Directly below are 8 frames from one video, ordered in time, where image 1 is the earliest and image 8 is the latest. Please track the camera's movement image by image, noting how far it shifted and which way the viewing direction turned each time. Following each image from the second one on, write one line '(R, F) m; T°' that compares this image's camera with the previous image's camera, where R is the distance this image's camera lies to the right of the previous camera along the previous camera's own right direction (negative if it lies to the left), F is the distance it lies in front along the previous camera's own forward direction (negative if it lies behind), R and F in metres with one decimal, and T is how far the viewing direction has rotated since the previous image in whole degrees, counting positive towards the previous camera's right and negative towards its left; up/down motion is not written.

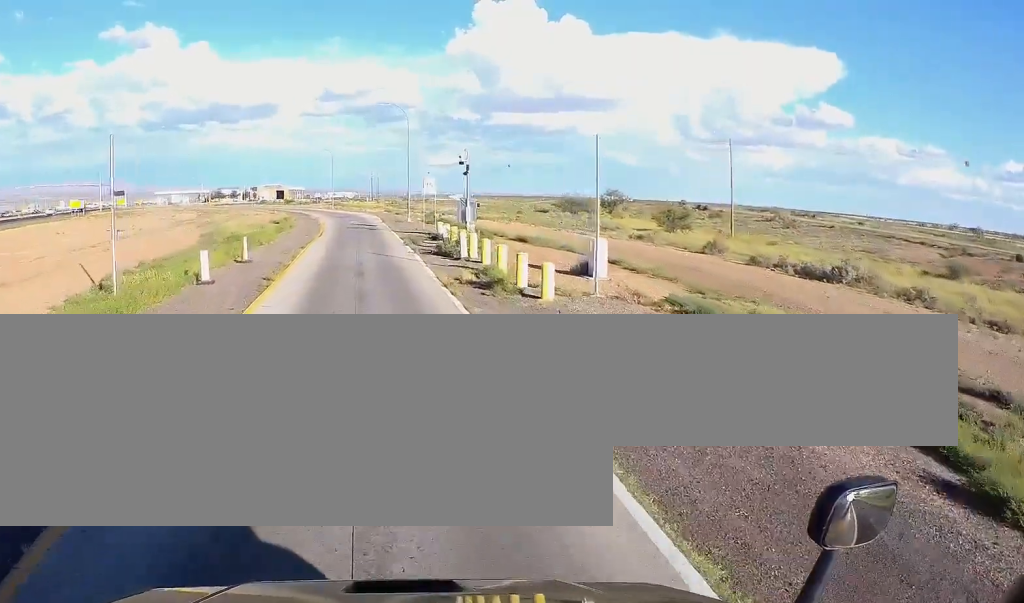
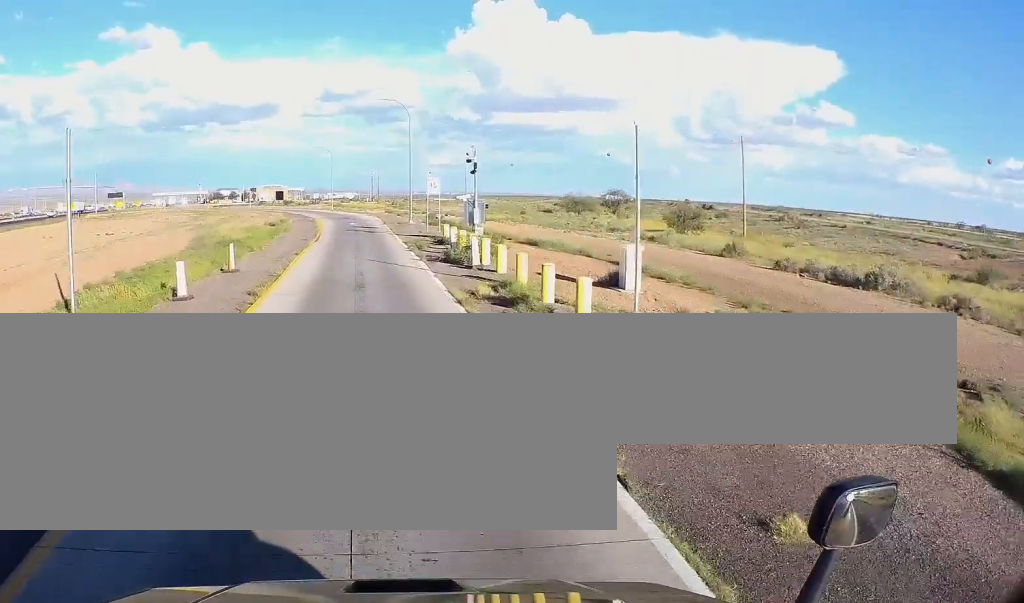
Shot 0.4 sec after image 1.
(-0.1, +3.1) m; -1°
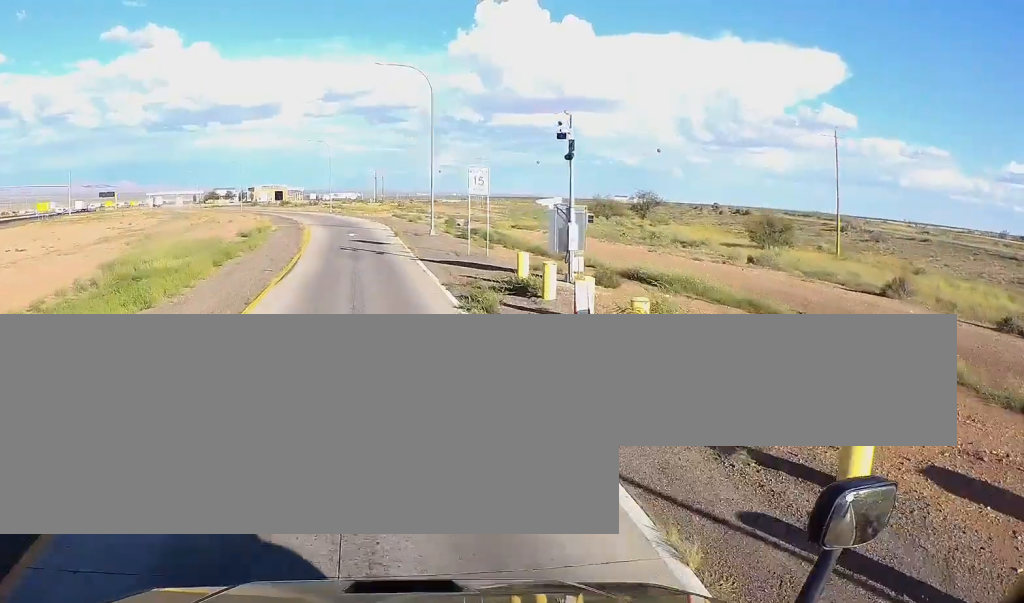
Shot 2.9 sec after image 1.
(+0.1, +18.9) m; -1°
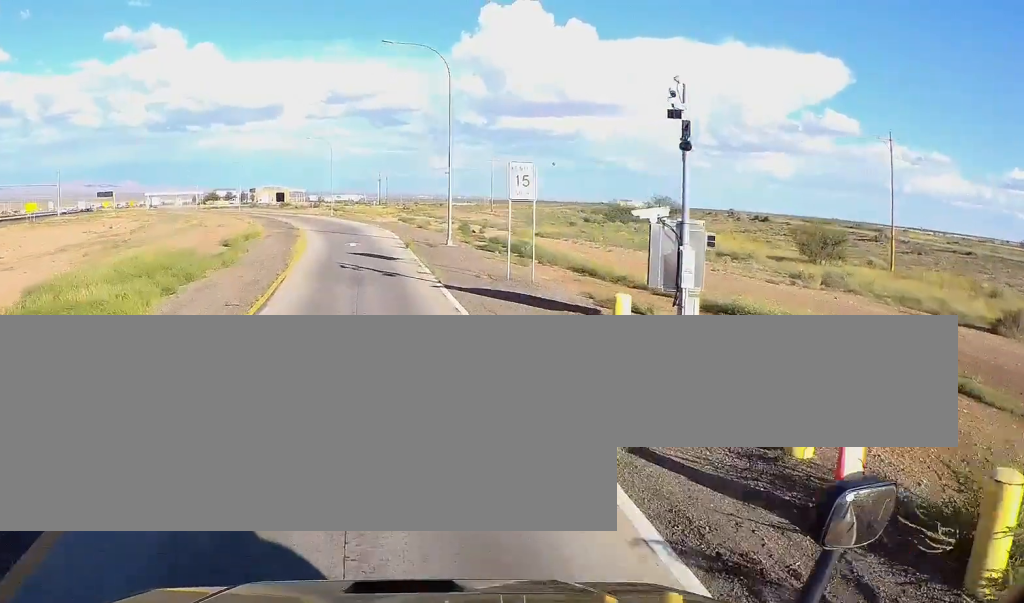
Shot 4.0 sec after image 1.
(-0.5, +8.1) m; -2°
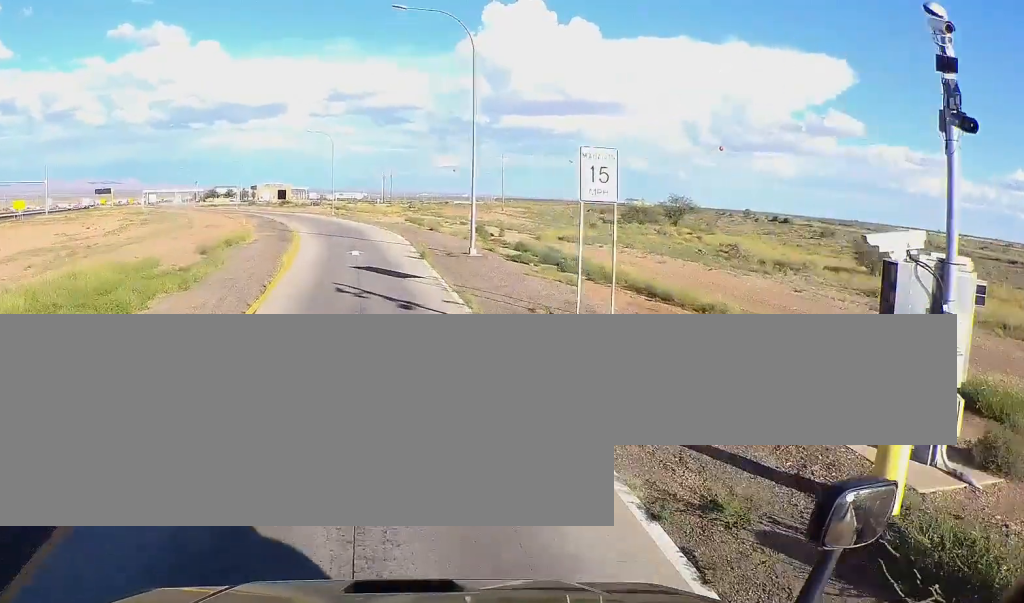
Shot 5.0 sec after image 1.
(+0.4, +7.5) m; +3°
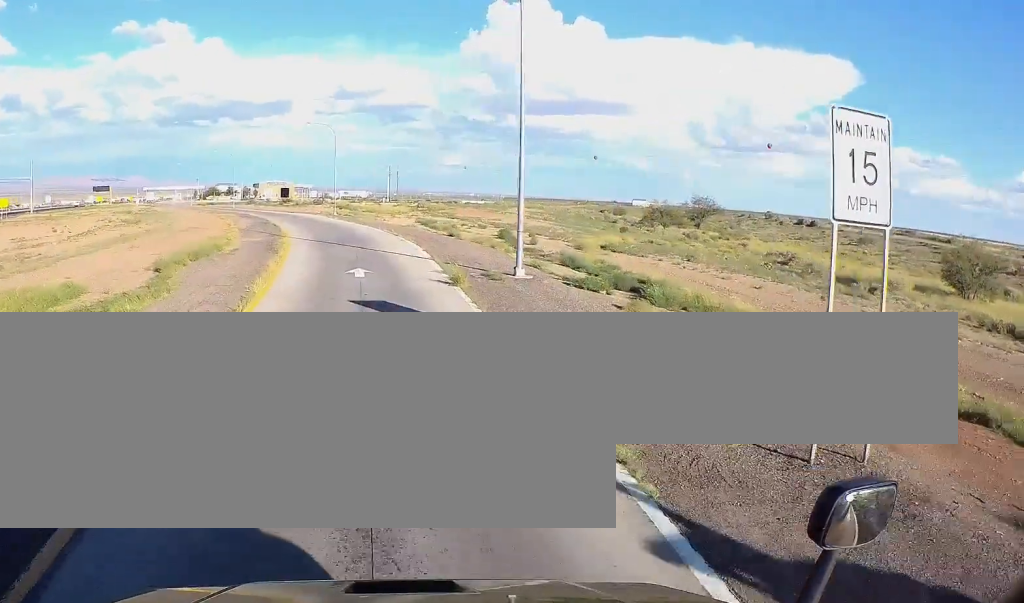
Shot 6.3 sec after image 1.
(0.0, +9.2) m; 0°
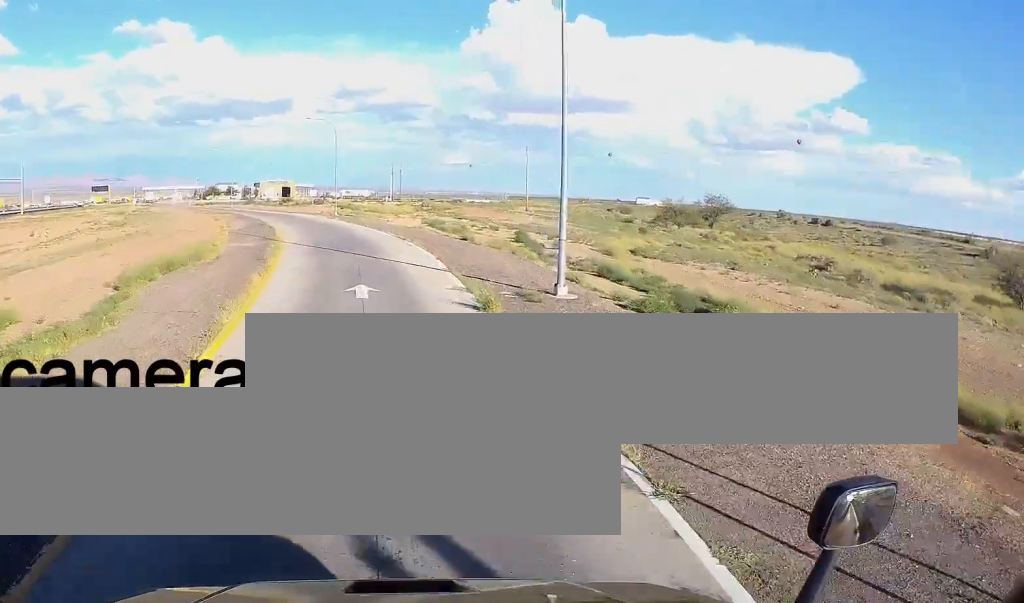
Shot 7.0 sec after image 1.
(0.0, +5.1) m; 0°
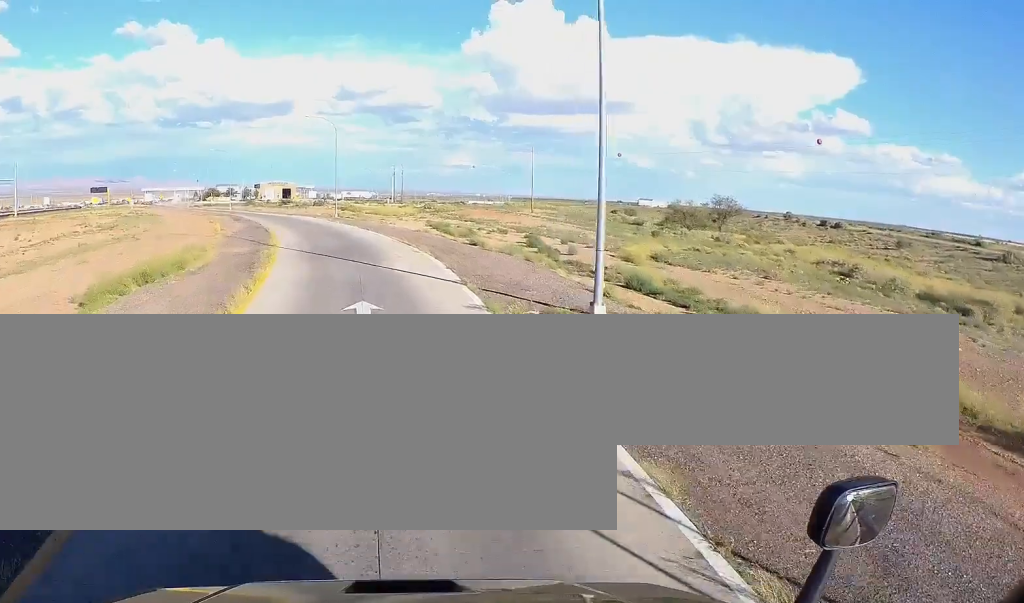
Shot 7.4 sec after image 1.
(0.0, +3.2) m; 0°
